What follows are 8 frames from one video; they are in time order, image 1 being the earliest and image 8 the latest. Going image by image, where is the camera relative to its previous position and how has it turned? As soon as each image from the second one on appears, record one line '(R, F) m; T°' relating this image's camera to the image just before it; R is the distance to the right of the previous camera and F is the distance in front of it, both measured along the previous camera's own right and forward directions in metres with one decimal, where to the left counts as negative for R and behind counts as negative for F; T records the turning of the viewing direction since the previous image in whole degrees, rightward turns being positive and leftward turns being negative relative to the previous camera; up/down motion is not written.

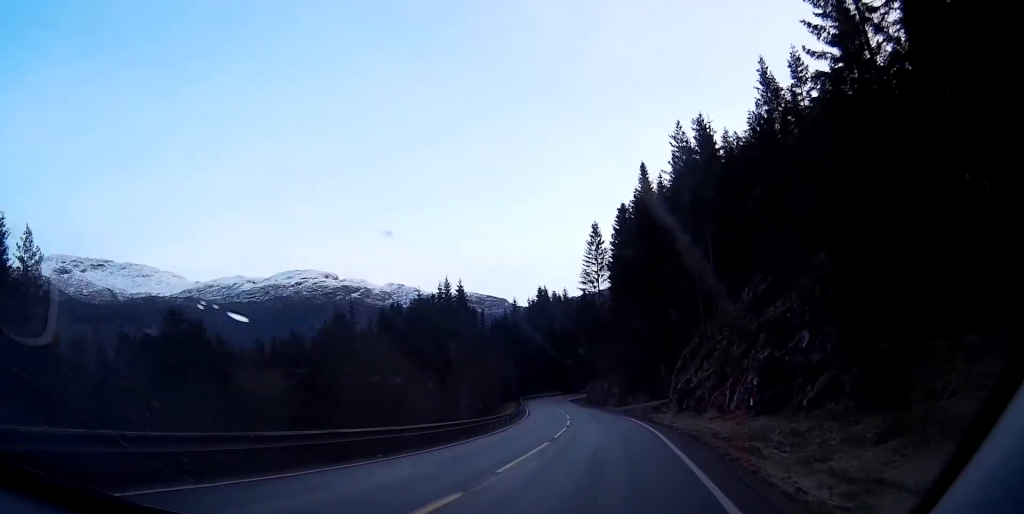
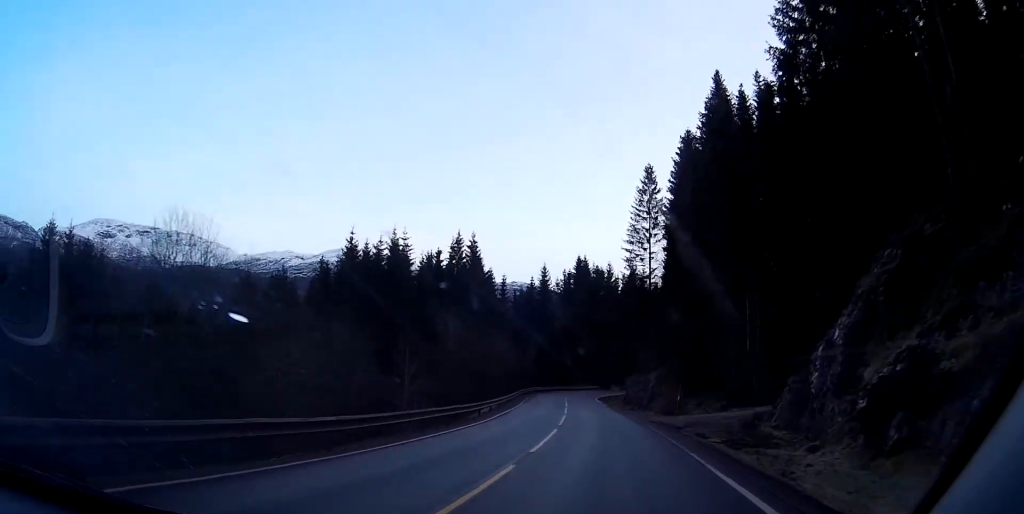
(-0.7, +32.9) m; -3°
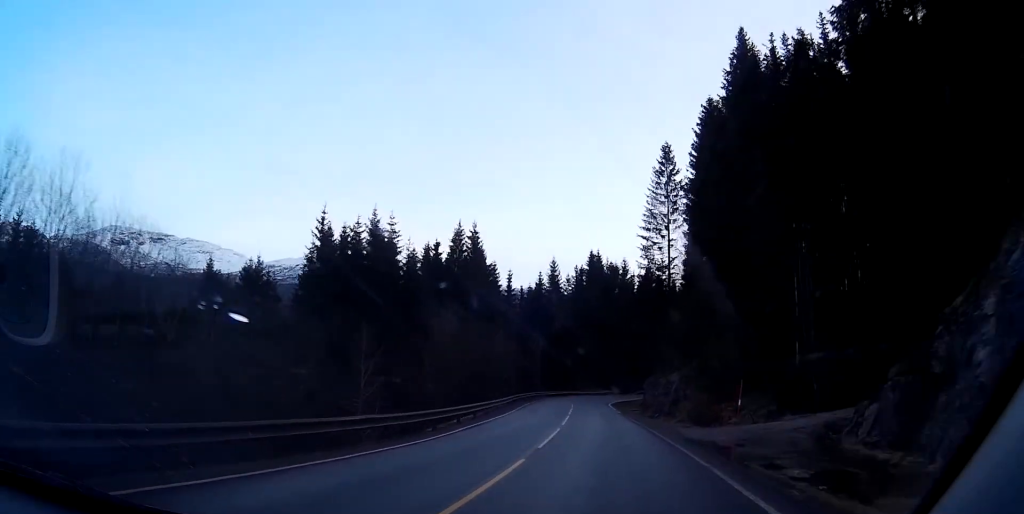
(-0.2, +10.6) m; -1°
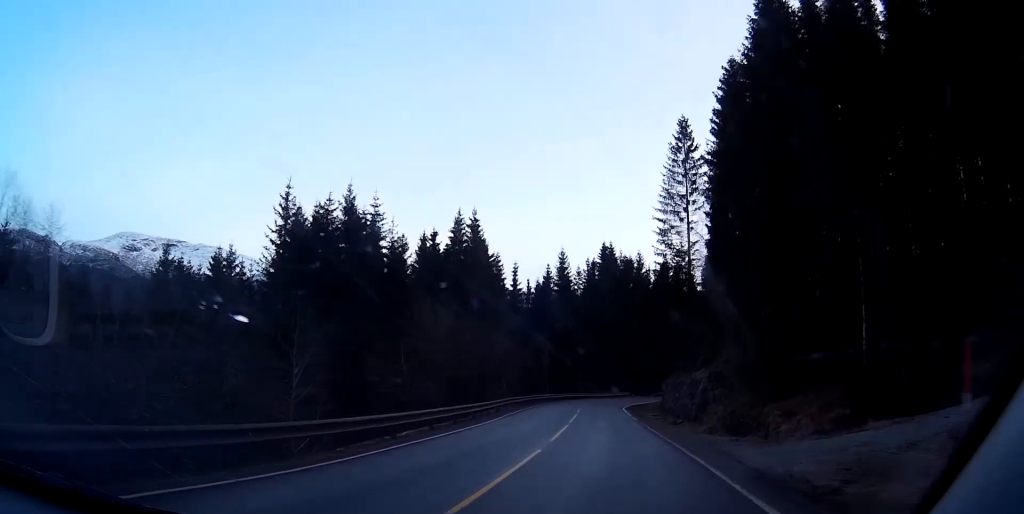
(-0.1, +9.4) m; -1°
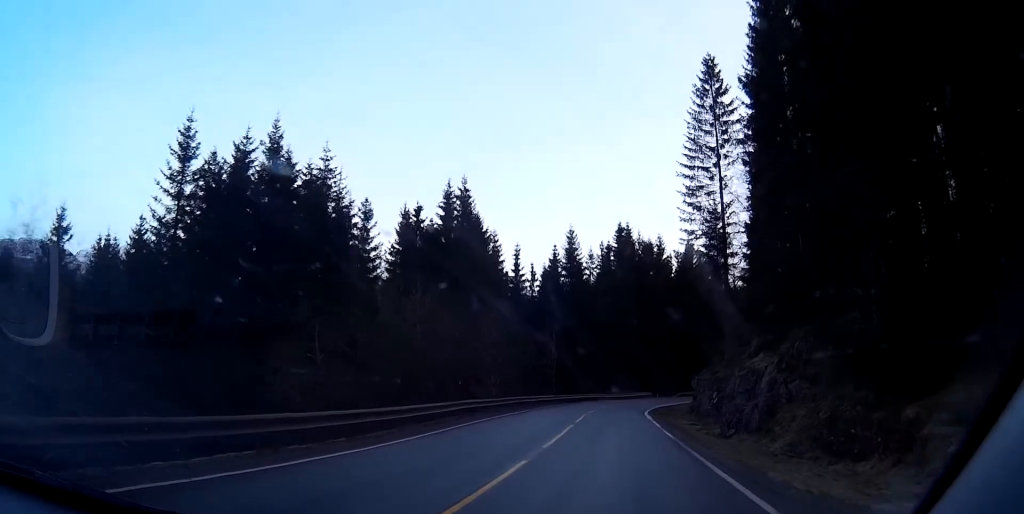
(-0.1, +15.6) m; -1°
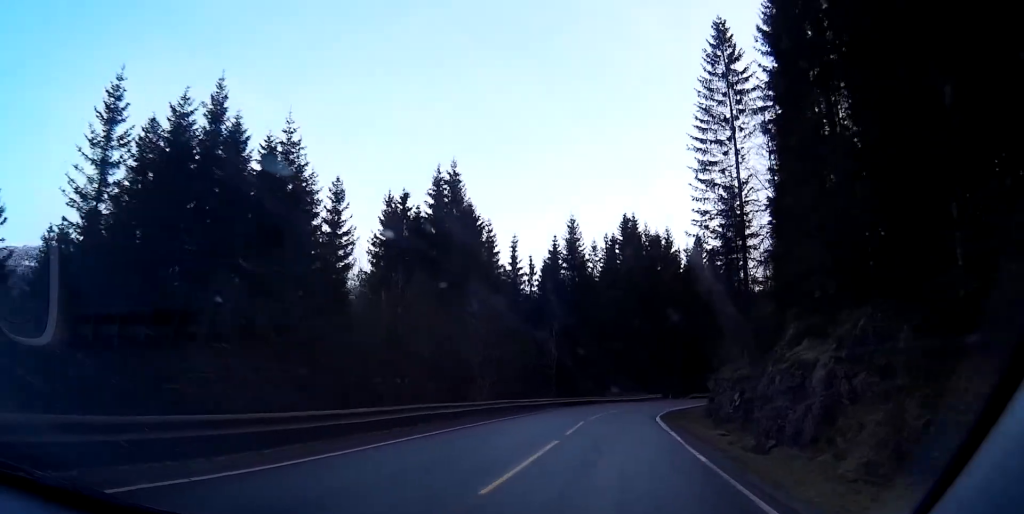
(-0.1, +7.3) m; 0°
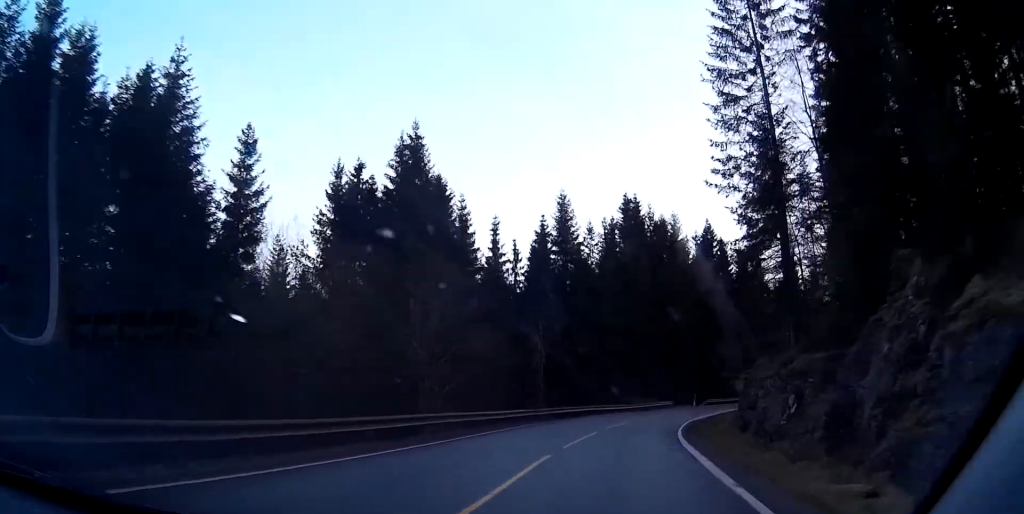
(0.0, +13.9) m; 0°
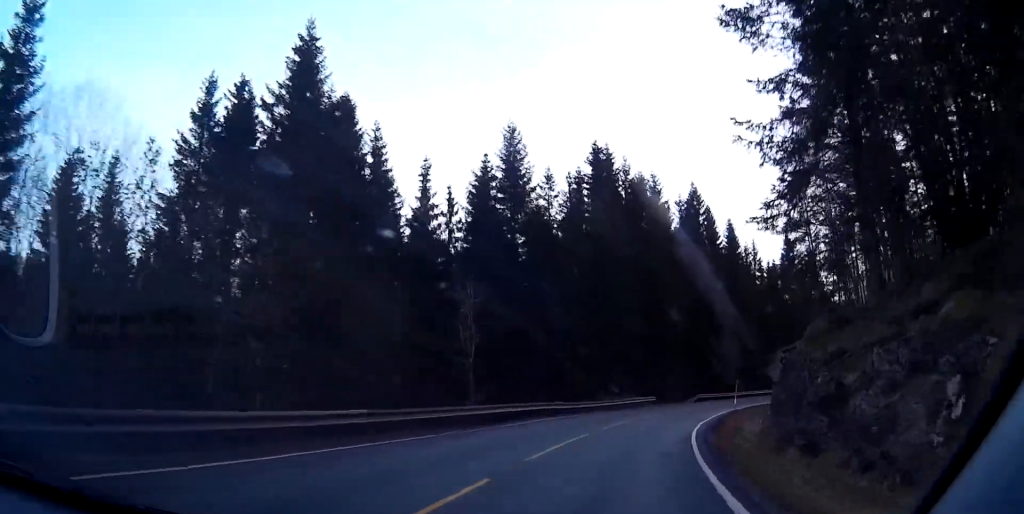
(+0.2, +17.7) m; +2°
